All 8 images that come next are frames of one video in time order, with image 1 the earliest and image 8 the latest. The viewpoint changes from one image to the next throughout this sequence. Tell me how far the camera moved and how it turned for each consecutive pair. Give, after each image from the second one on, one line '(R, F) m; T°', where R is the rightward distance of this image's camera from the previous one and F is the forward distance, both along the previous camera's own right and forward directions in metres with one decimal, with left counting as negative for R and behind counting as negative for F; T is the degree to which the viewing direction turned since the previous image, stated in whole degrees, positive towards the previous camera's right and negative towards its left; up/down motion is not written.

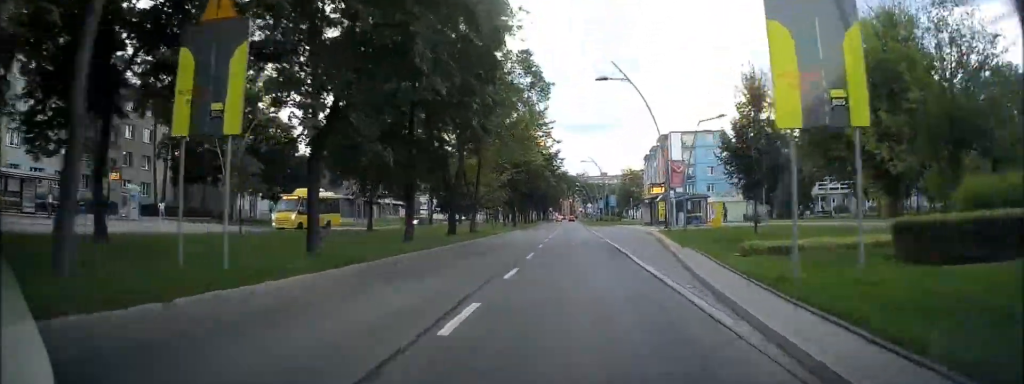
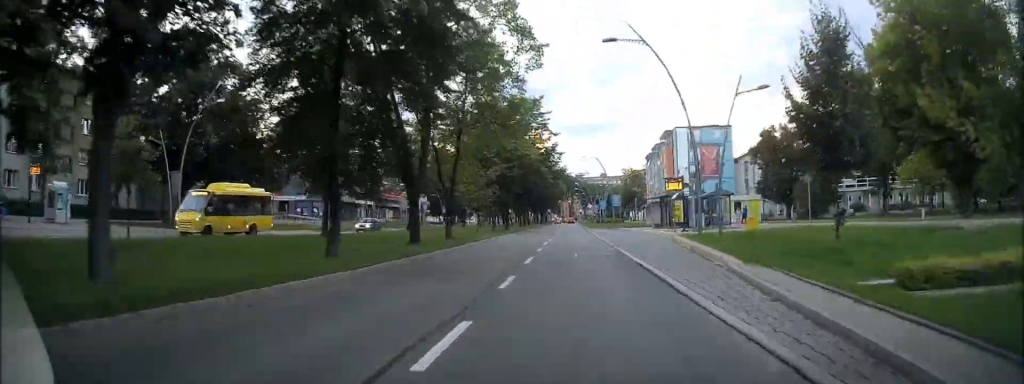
(-0.1, +7.2) m; -1°
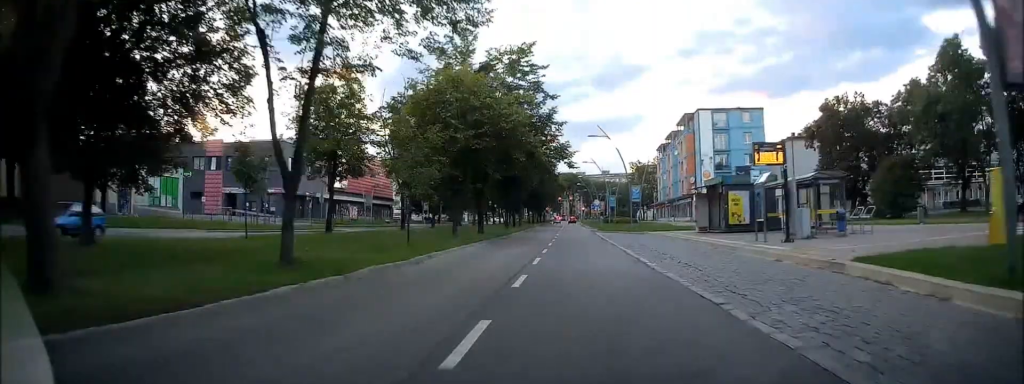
(-0.2, +17.6) m; 0°
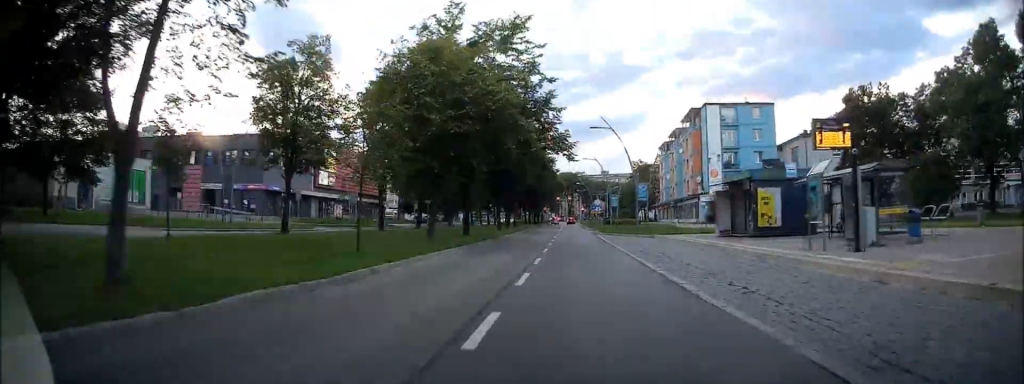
(0.0, +5.4) m; 0°
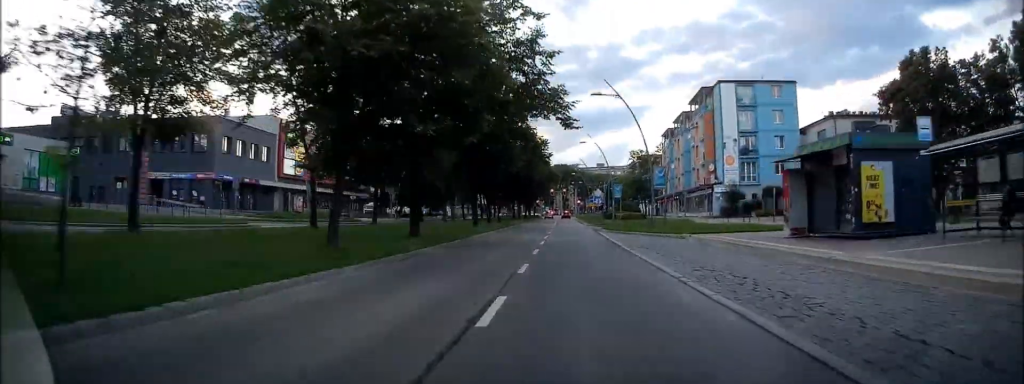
(0.0, +11.0) m; 0°
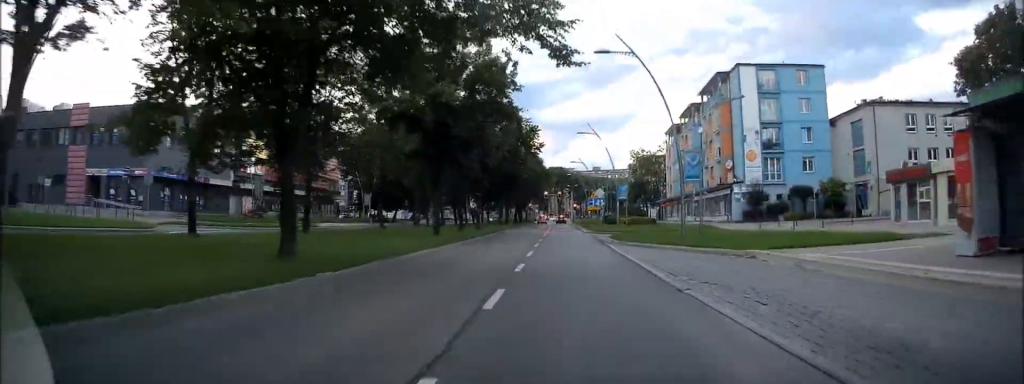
(+0.1, +10.8) m; +1°
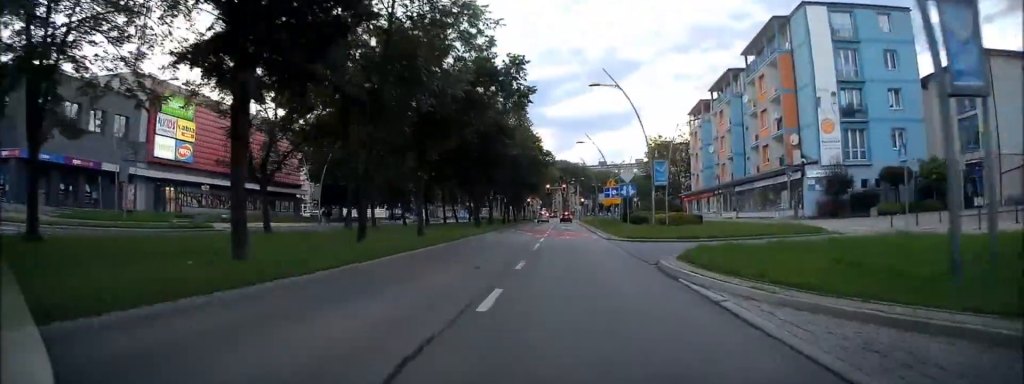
(0.0, +18.7) m; -1°
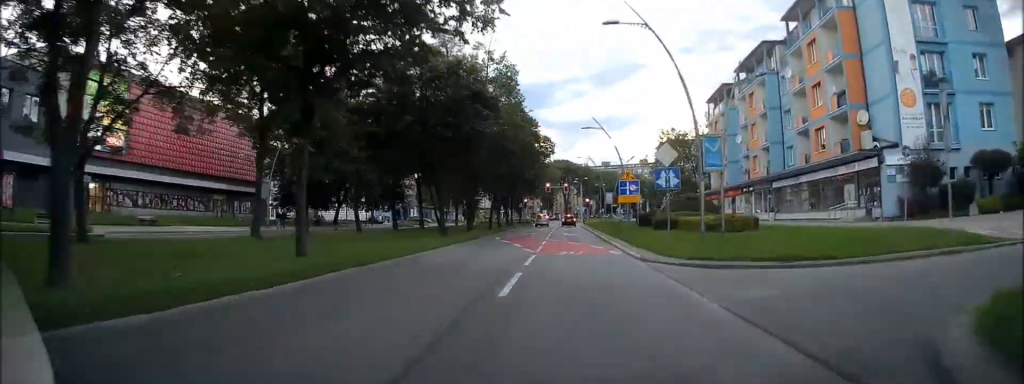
(0.0, +11.8) m; 0°
